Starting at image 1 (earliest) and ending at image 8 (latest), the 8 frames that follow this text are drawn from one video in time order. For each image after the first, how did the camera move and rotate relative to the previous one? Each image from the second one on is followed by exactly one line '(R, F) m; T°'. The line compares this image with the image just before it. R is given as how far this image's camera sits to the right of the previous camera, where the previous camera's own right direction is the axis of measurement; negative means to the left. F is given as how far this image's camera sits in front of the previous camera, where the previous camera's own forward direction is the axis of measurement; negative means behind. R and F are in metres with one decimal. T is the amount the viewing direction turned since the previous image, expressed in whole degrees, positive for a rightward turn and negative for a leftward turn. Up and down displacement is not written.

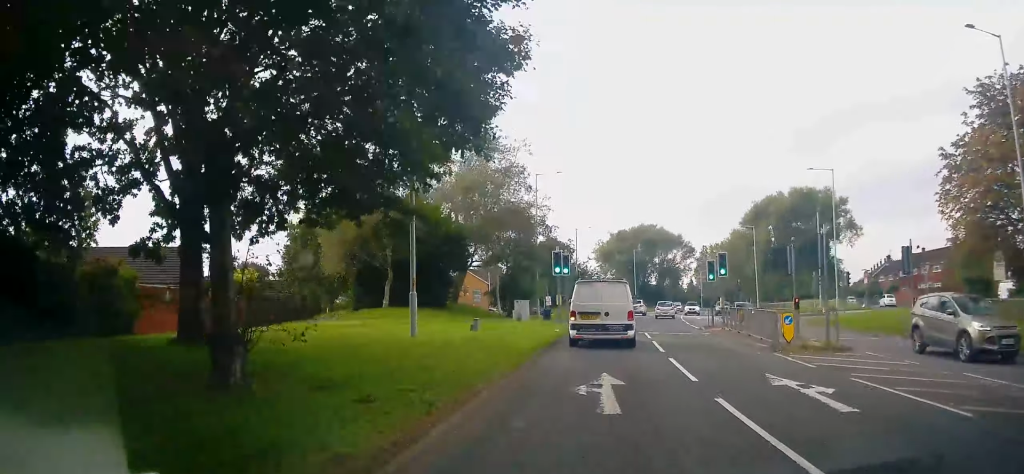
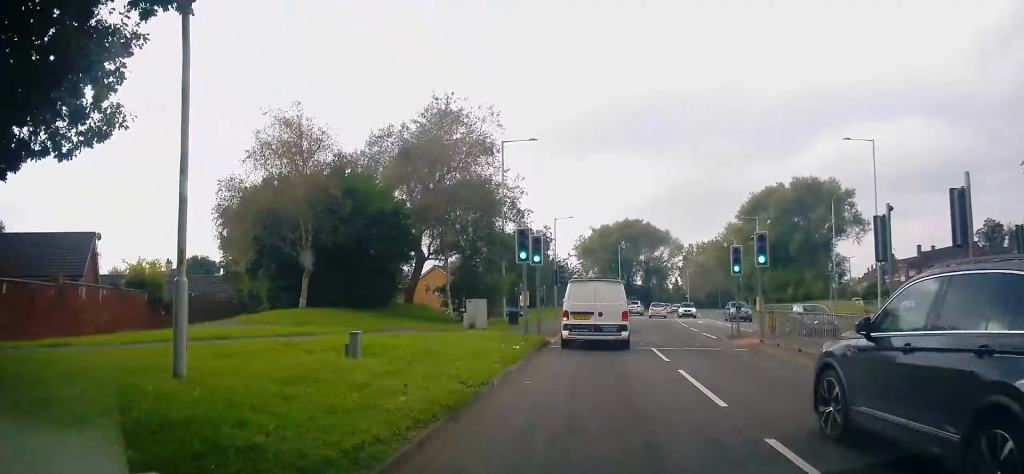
(+0.2, +8.4) m; +3°
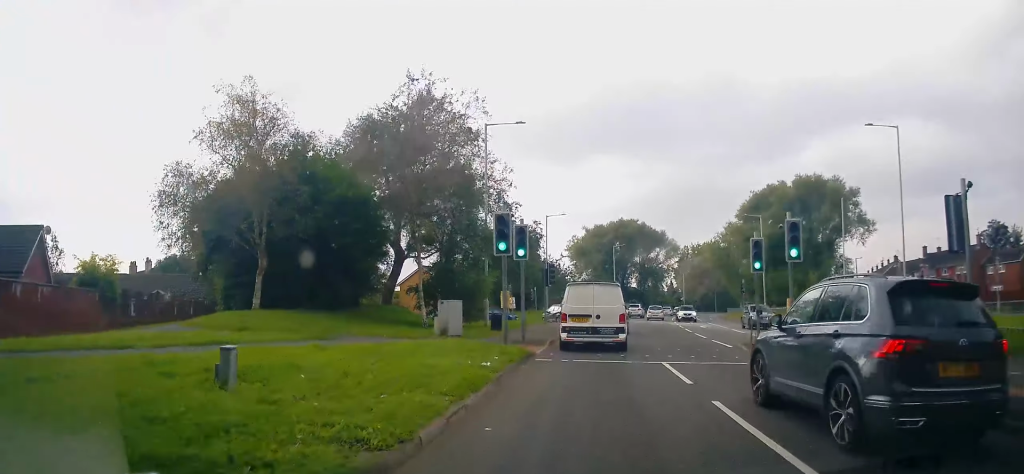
(+0.1, +3.4) m; -1°
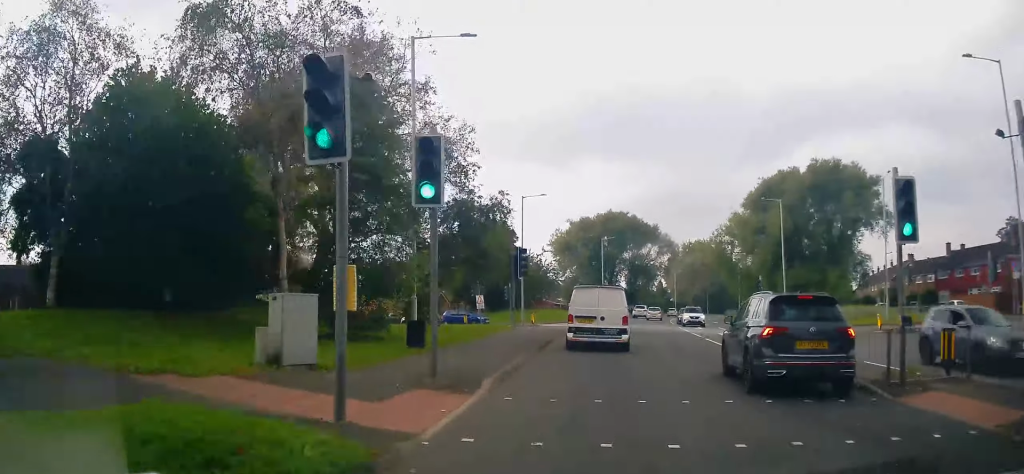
(-0.3, +9.9) m; +2°
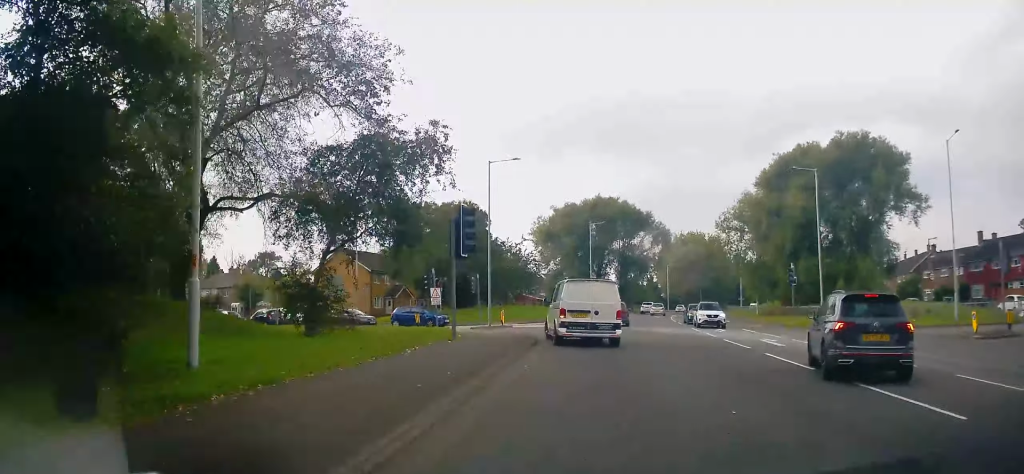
(+0.7, +10.0) m; +4°
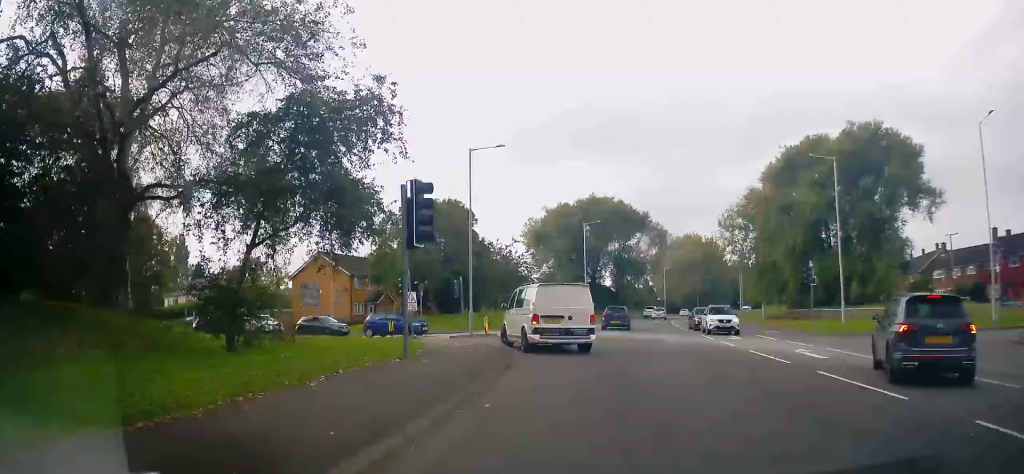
(0.0, +3.9) m; -1°
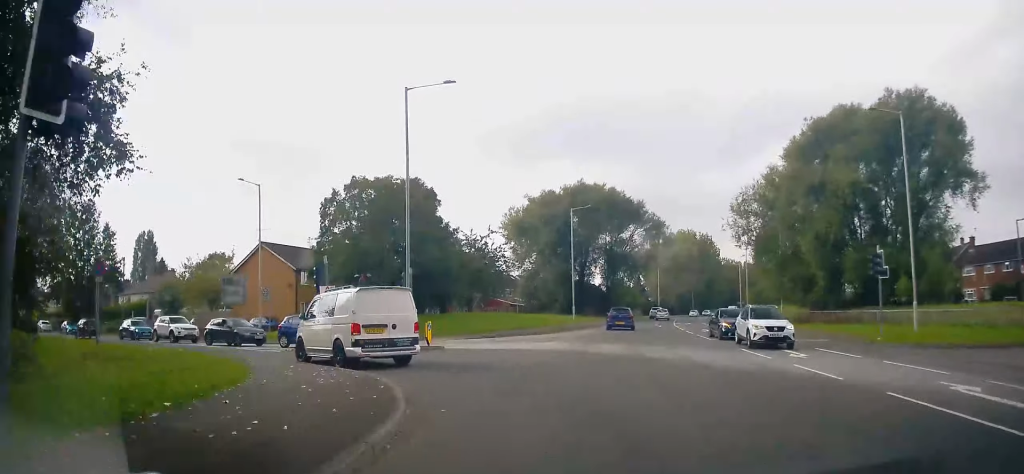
(-0.1, +9.4) m; 0°
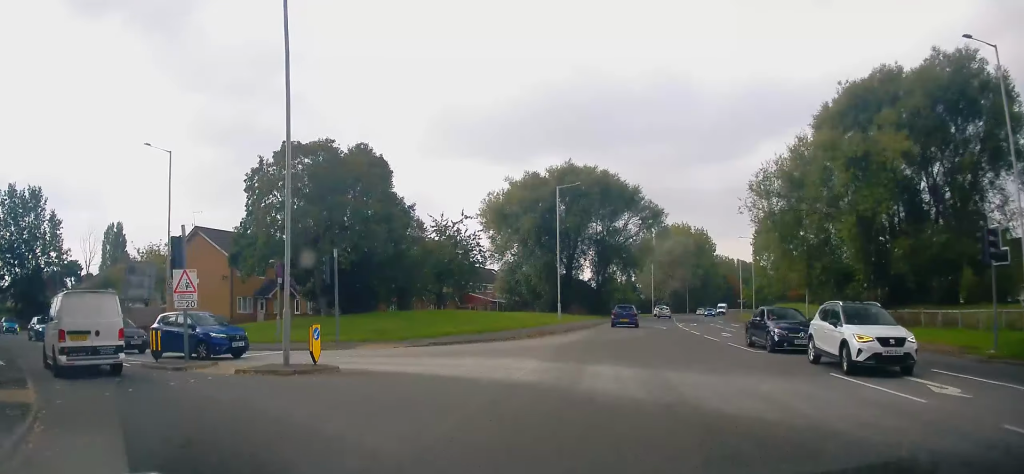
(+0.1, +8.5) m; +2°
